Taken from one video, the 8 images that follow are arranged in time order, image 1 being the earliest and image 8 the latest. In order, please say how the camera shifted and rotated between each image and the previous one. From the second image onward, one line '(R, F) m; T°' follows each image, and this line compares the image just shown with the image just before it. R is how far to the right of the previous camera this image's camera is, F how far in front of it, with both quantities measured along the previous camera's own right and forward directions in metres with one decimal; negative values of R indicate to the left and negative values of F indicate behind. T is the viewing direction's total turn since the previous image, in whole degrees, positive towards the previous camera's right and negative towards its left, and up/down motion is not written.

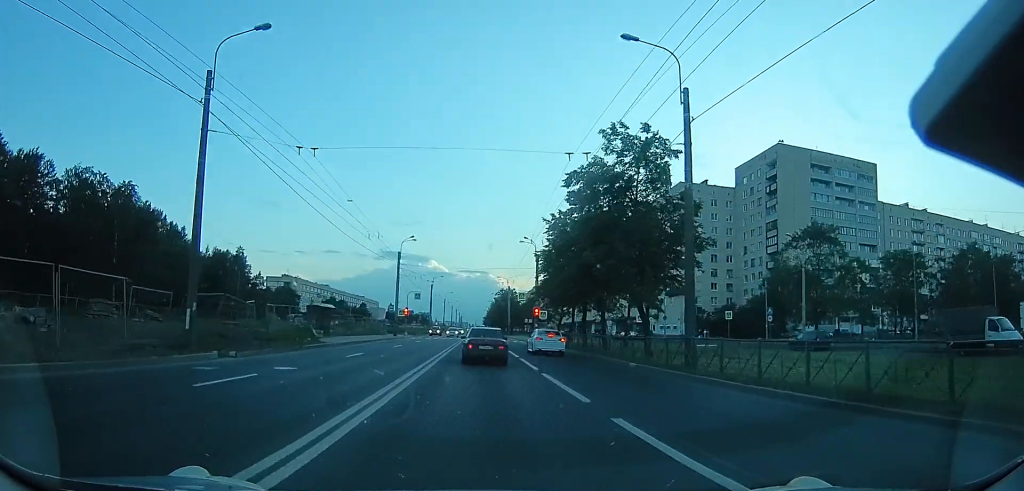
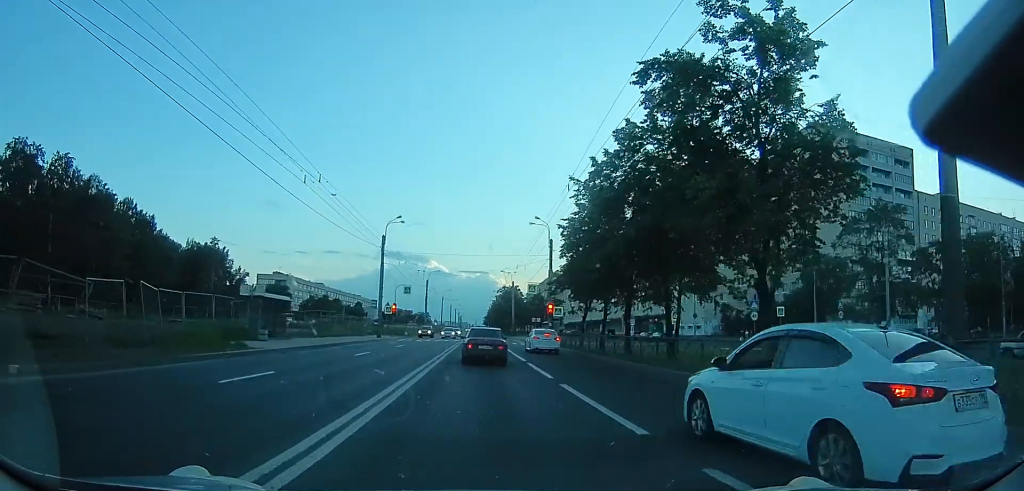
(0.0, +12.5) m; 0°
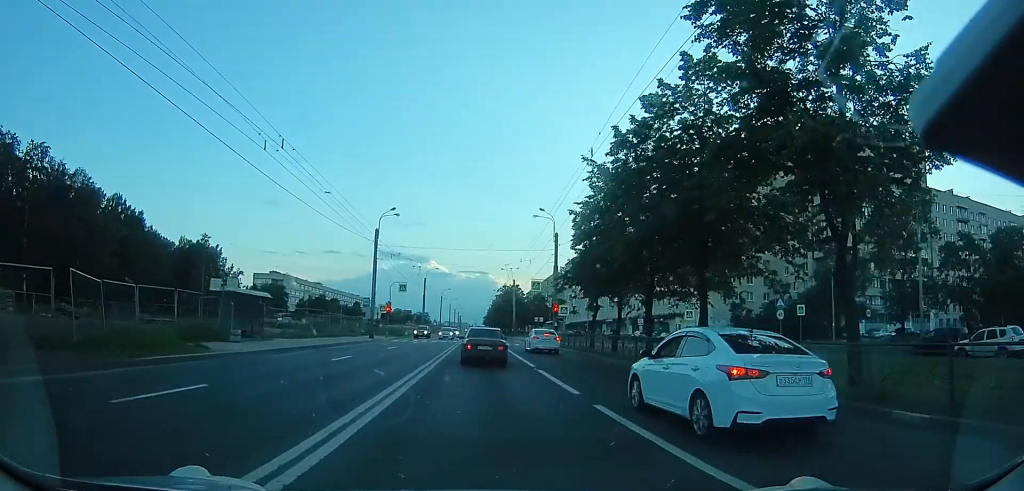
(0.0, +3.7) m; 0°
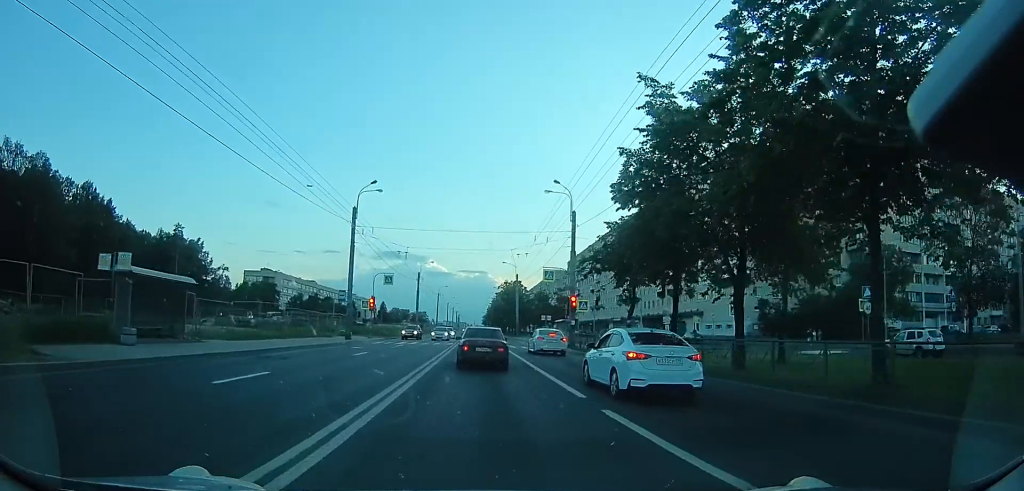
(0.0, +9.7) m; 0°
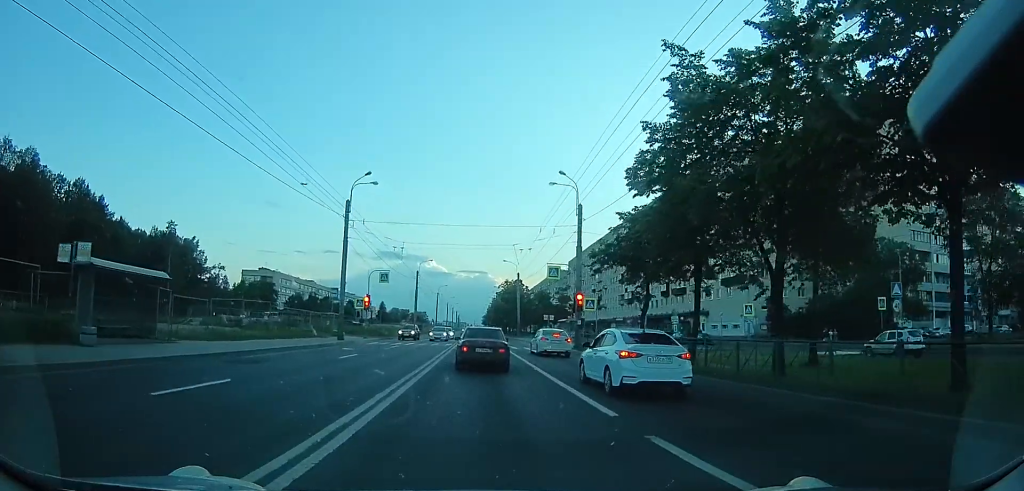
(0.0, +2.6) m; 0°
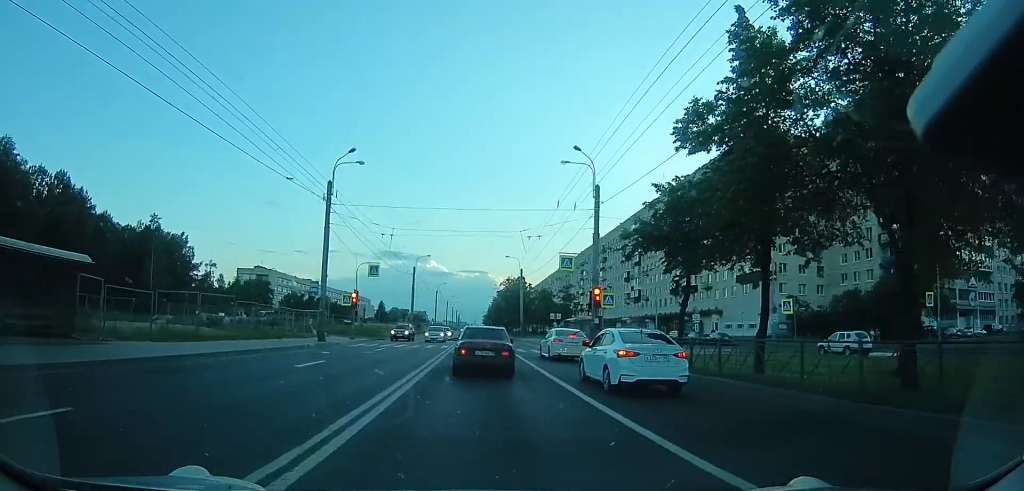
(0.0, +5.8) m; 0°
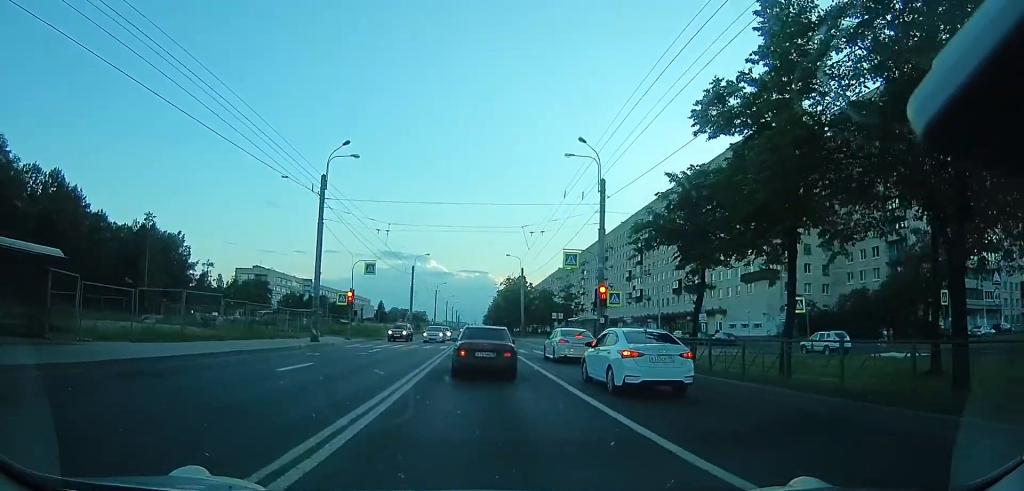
(0.0, +1.6) m; 0°
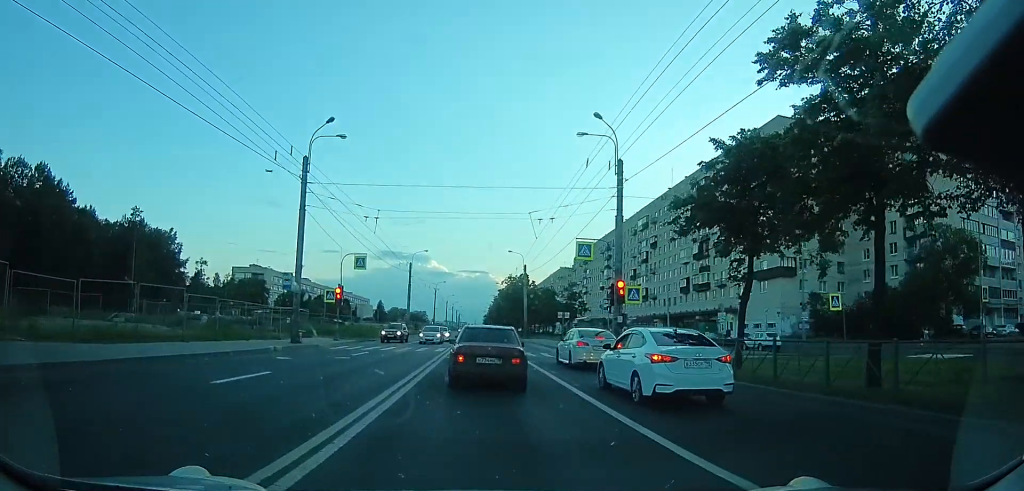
(0.0, +4.5) m; 0°
